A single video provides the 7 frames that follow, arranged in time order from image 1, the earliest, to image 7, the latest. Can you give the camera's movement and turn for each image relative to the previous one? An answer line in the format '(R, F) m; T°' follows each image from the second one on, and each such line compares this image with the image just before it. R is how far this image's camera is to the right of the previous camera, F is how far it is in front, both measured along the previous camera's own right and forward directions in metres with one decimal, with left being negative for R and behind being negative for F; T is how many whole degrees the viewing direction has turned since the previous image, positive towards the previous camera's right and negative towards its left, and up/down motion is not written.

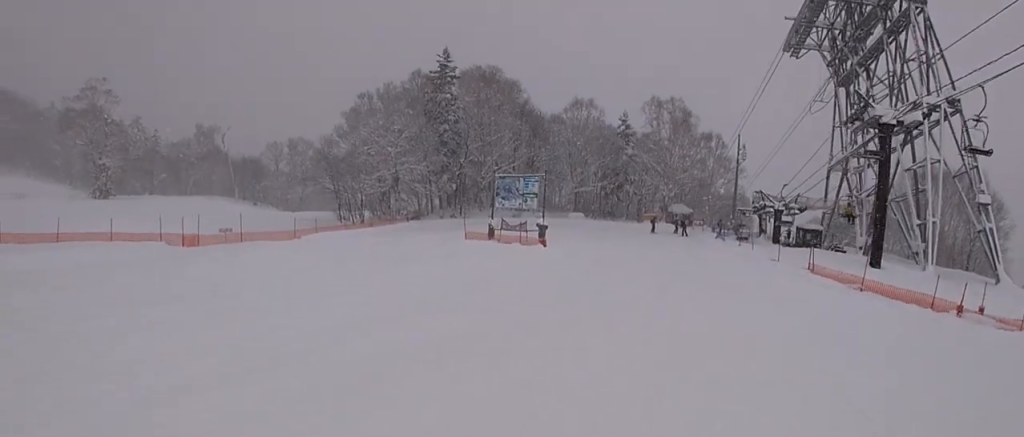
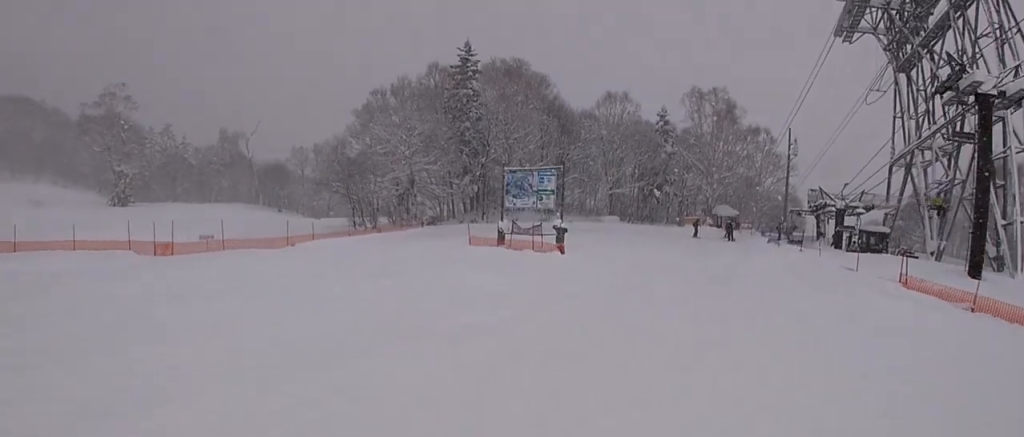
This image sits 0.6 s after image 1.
(0.0, +5.4) m; -2°
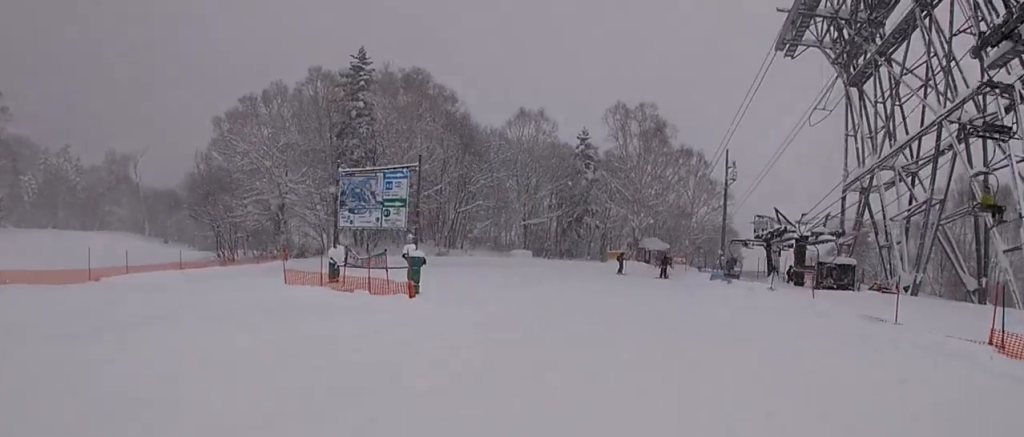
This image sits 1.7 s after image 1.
(-0.5, +8.9) m; -5°
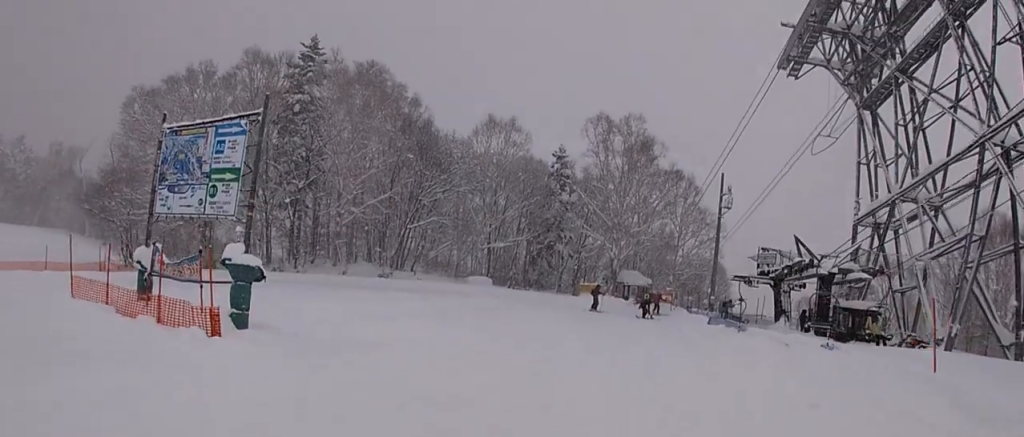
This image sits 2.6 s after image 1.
(0.0, +6.9) m; -3°
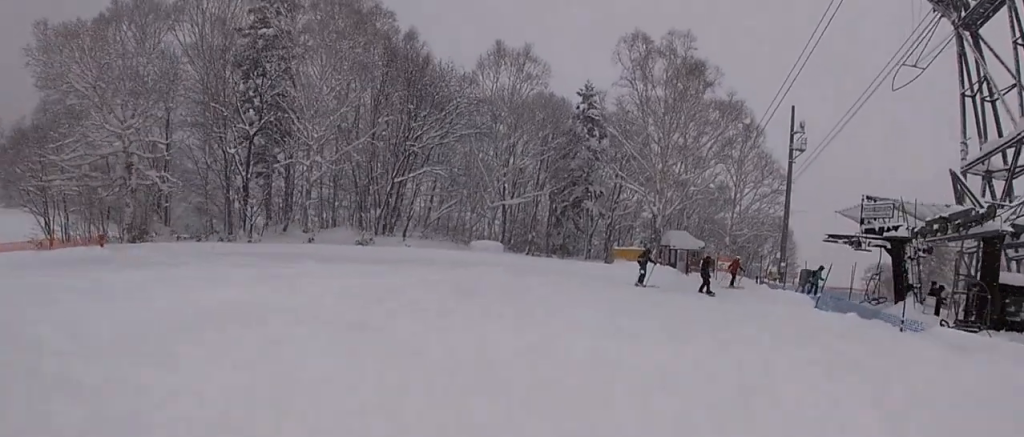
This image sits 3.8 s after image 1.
(0.0, +7.9) m; +6°
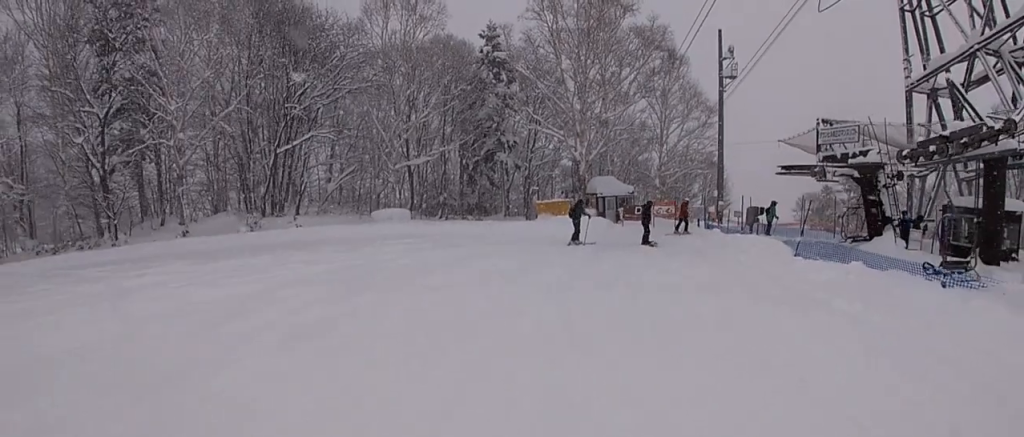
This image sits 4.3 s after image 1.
(+0.7, +3.4) m; +2°
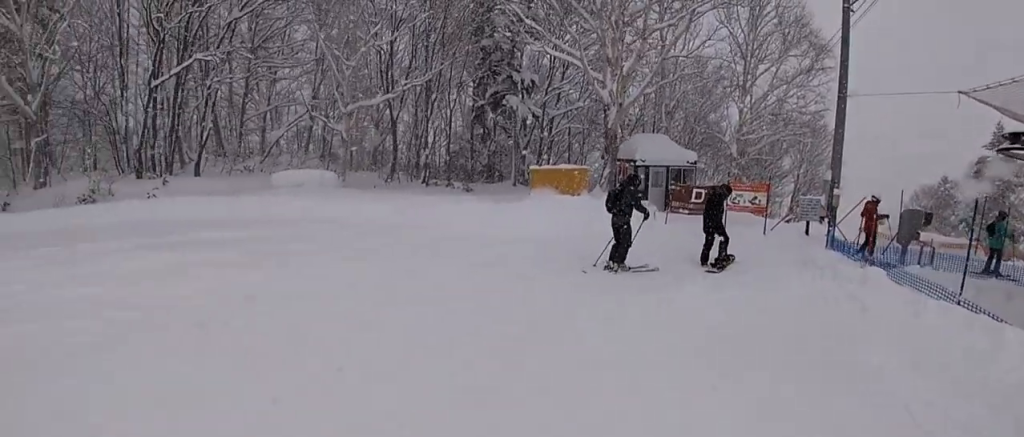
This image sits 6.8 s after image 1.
(+0.5, +11.2) m; +2°
